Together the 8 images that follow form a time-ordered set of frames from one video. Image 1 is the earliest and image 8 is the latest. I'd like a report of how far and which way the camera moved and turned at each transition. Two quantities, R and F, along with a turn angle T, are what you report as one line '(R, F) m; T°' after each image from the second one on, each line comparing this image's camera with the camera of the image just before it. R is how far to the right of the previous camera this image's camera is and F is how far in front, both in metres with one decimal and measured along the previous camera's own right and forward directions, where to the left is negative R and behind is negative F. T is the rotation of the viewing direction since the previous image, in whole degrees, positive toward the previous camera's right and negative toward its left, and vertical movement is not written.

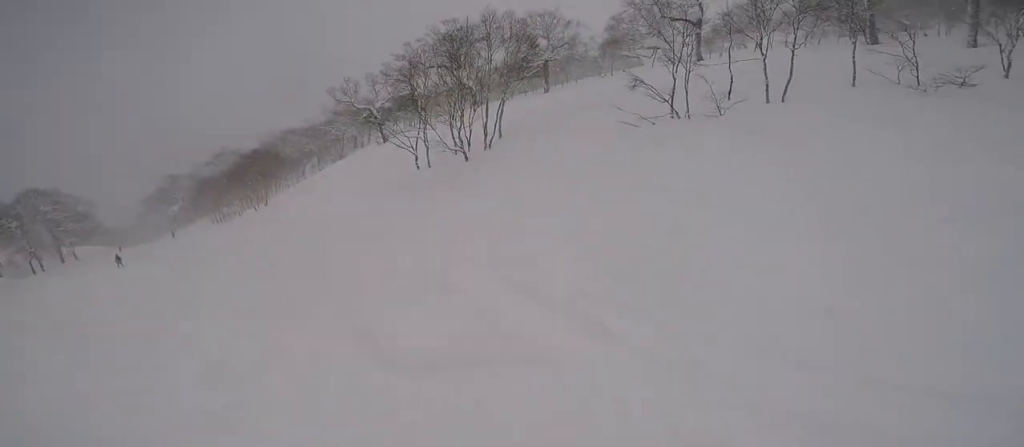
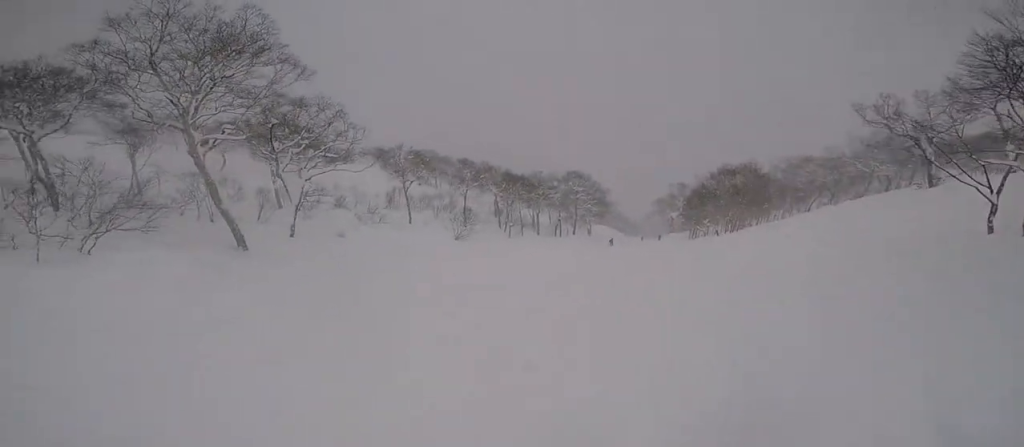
(-2.5, +9.2) m; -48°
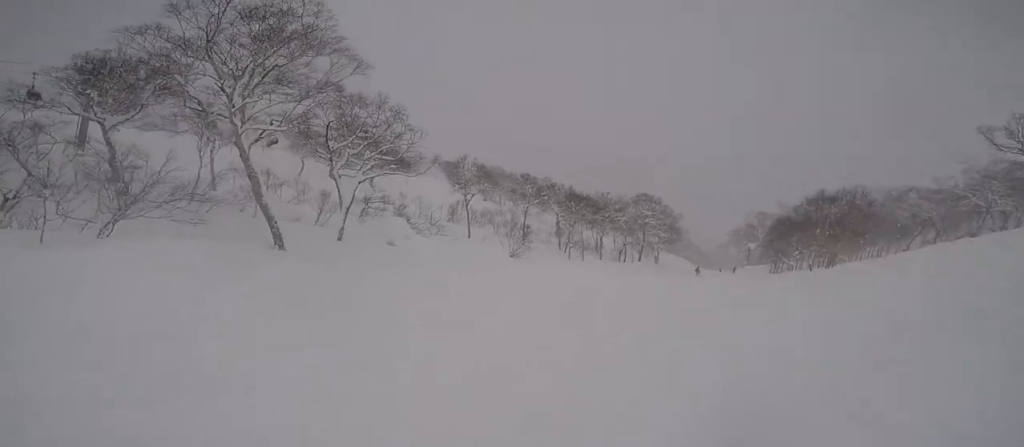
(-1.0, +2.1) m; -20°
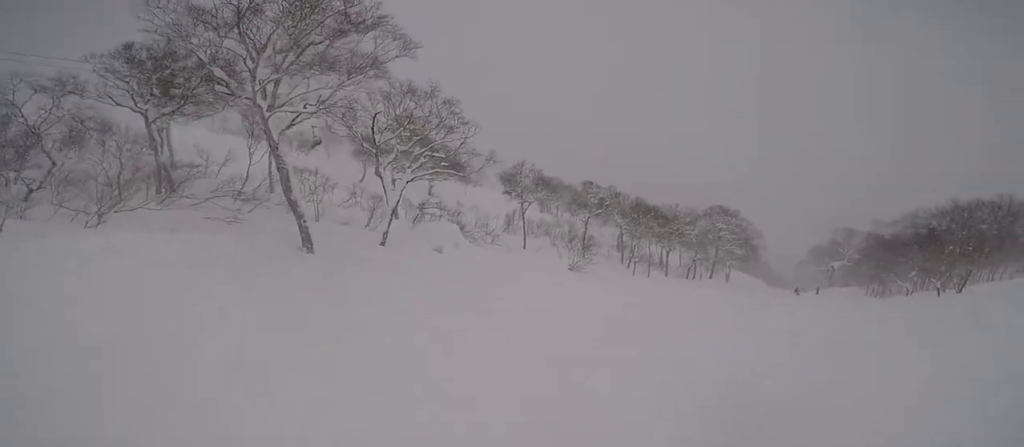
(-0.6, +2.8) m; -5°
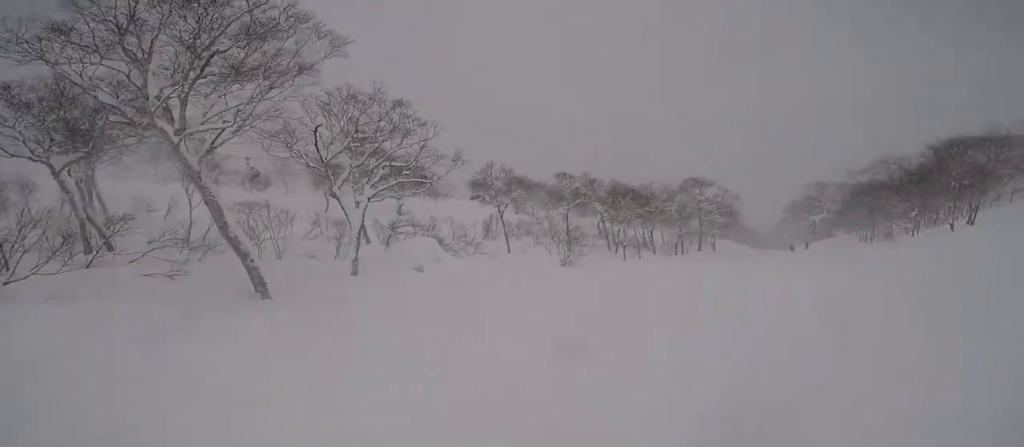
(-0.6, +1.8) m; +14°
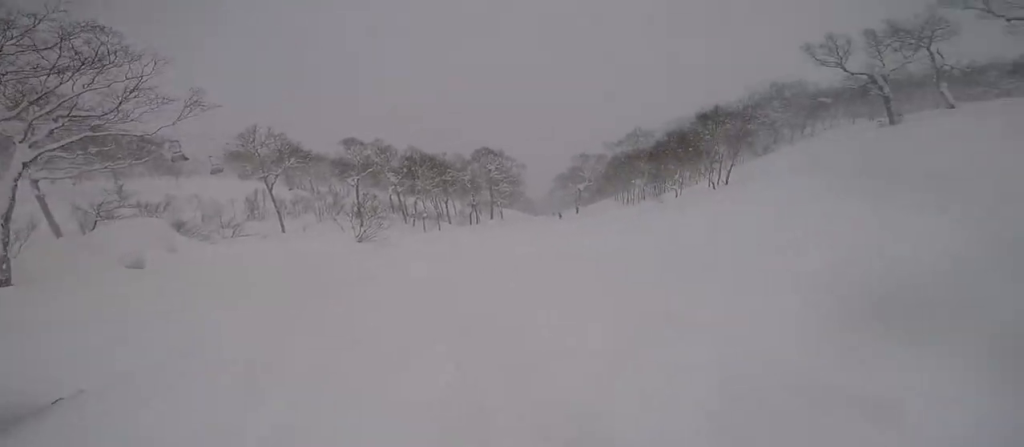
(+0.9, +2.3) m; +26°
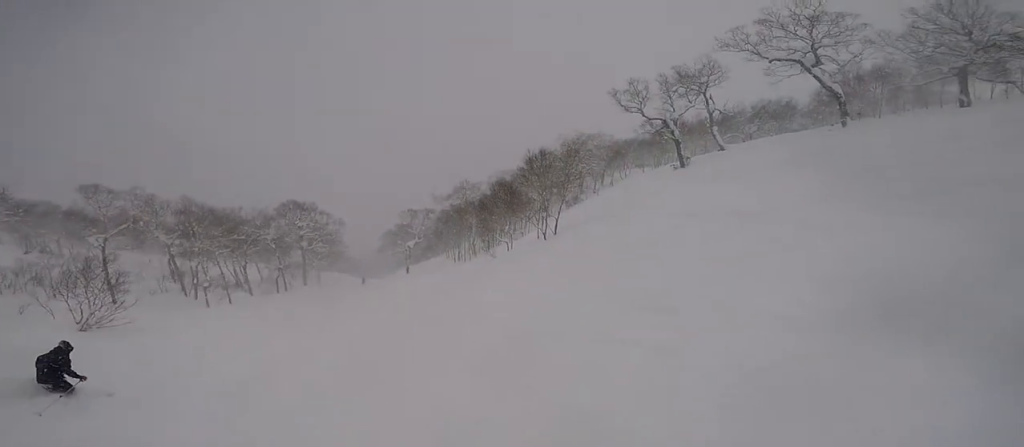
(+1.2, +3.6) m; +22°
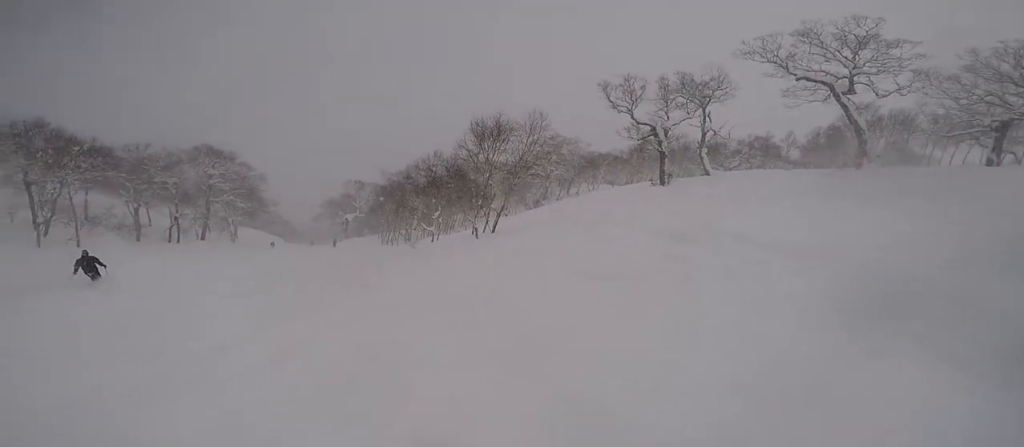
(+0.9, +5.5) m; -5°
